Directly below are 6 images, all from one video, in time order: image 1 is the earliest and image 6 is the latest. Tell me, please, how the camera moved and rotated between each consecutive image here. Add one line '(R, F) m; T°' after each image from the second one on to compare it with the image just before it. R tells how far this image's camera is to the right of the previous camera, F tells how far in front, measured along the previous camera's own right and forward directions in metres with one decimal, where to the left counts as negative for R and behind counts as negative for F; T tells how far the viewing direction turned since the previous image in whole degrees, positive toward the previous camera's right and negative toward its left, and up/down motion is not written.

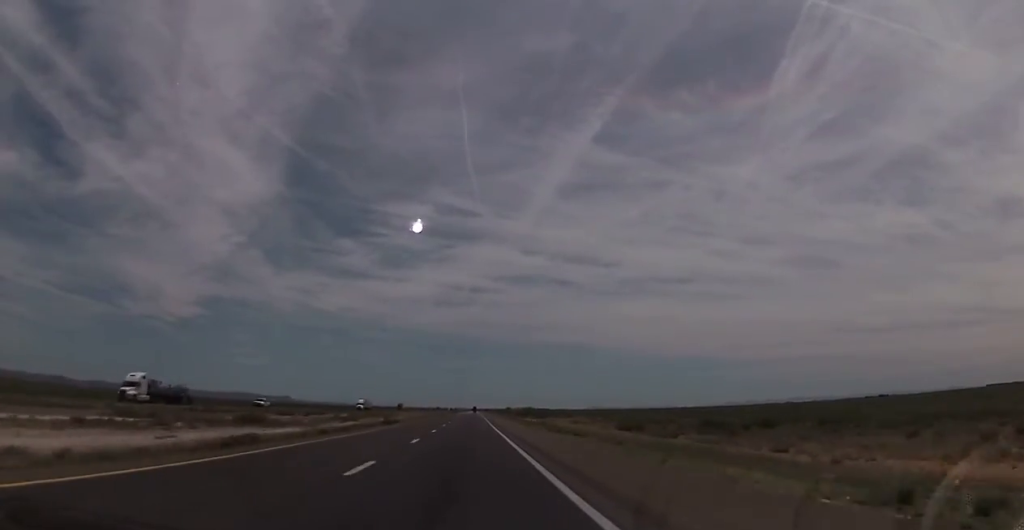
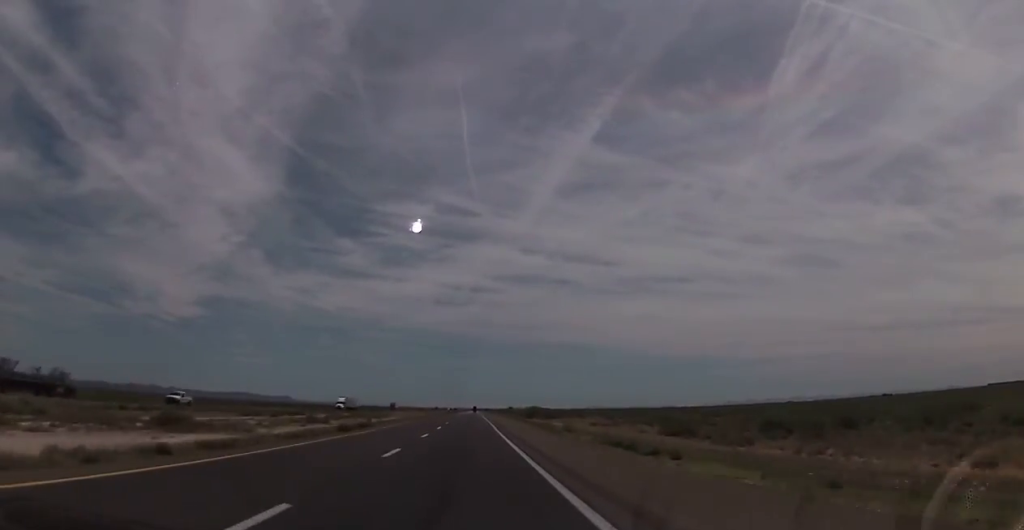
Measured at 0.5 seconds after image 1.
(-0.1, +19.2) m; 0°
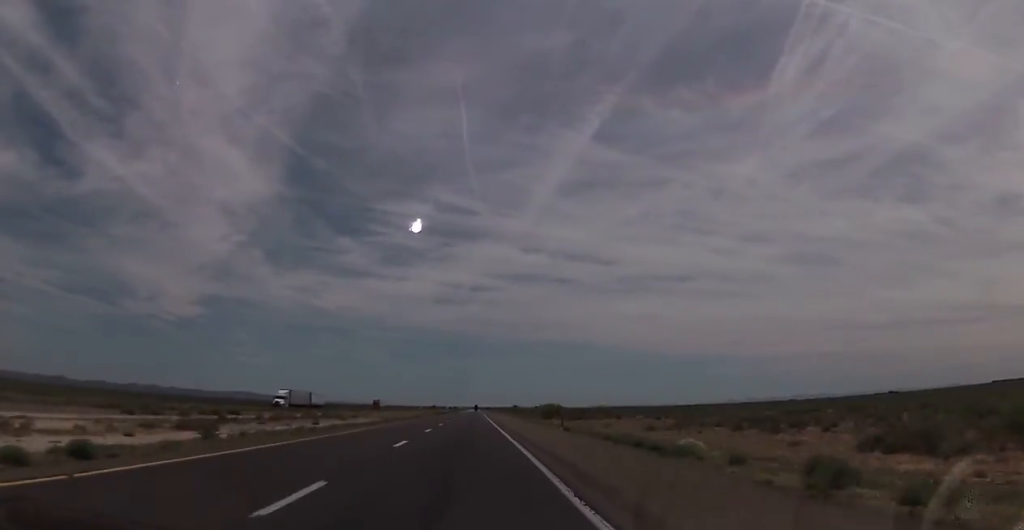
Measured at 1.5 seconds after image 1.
(-0.1, +34.9) m; 0°
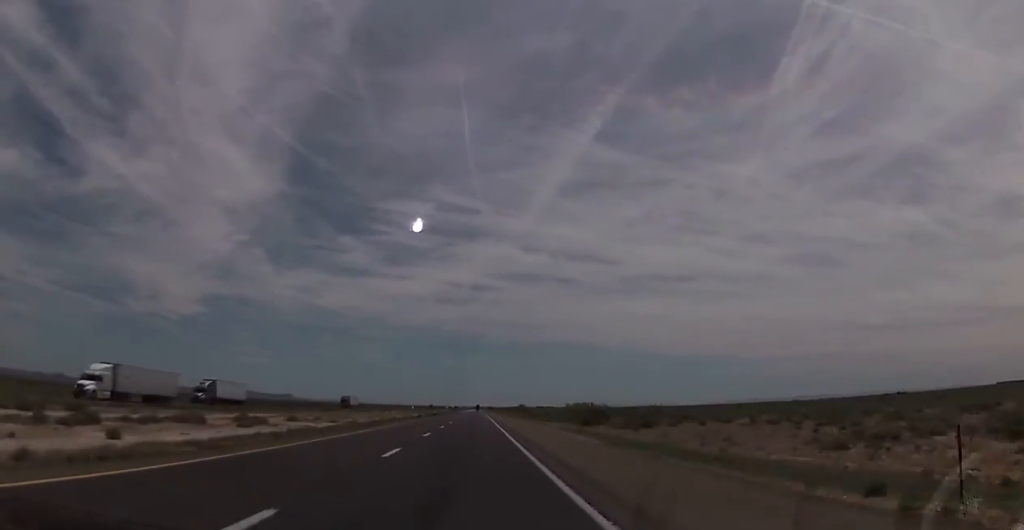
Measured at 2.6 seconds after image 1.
(0.0, +39.7) m; 0°
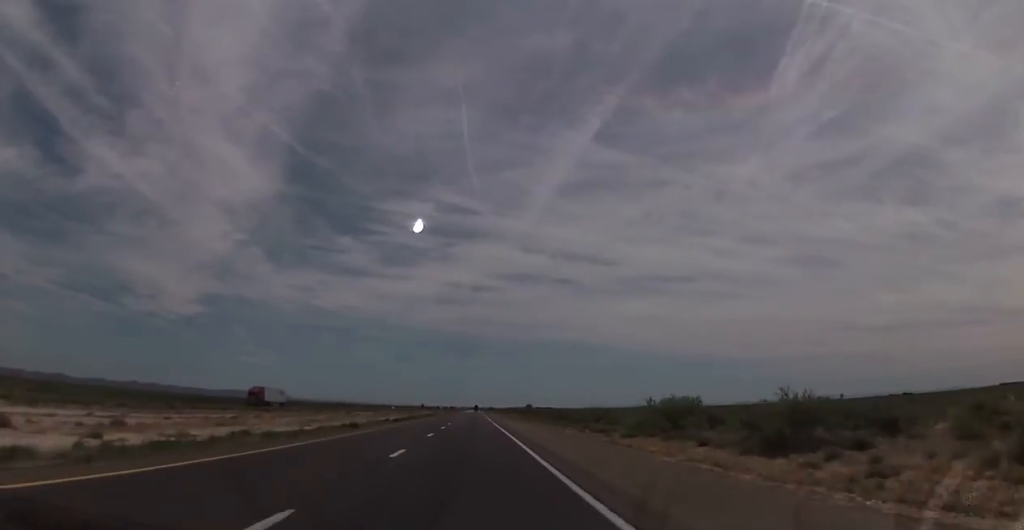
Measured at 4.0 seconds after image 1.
(+0.4, +49.4) m; +1°
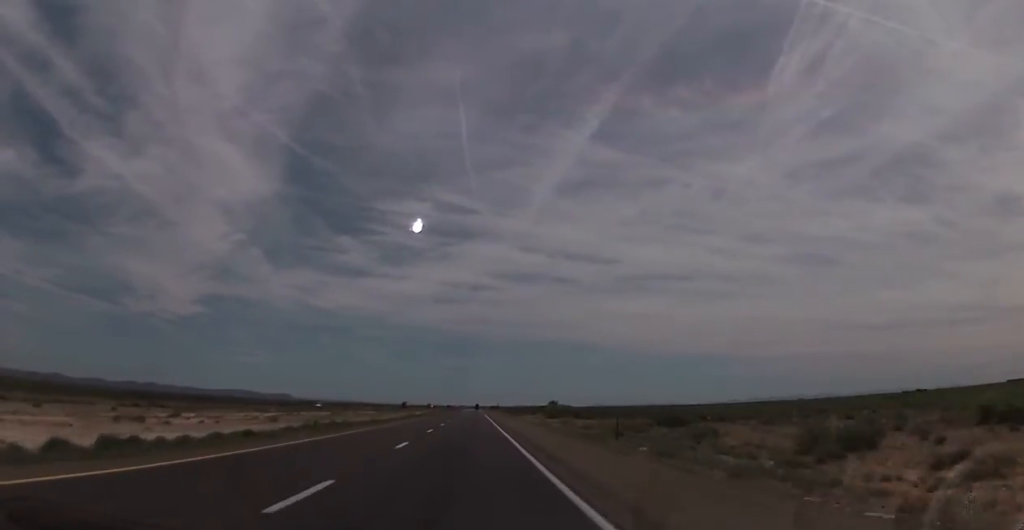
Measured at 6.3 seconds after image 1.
(-0.6, +82.9) m; 0°
